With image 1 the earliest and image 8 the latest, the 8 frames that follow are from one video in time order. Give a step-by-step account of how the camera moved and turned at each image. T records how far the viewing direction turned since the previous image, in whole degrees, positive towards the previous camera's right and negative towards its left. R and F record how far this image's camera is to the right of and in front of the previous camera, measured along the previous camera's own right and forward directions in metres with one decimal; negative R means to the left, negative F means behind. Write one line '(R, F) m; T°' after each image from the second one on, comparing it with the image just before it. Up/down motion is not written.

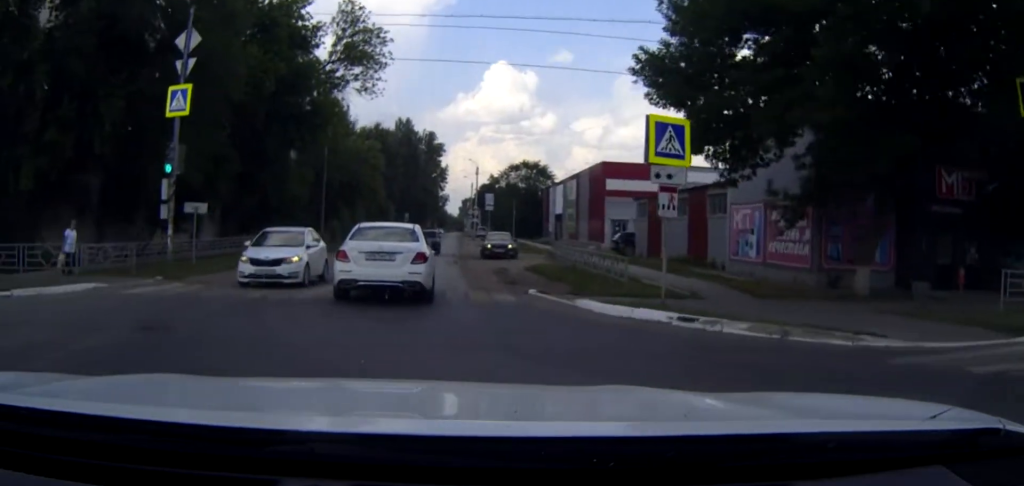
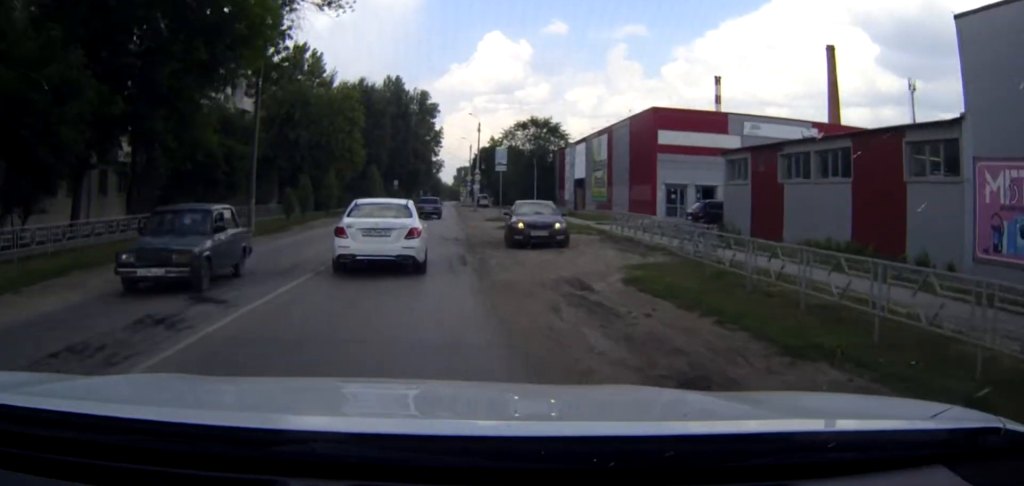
(-0.1, +17.3) m; 0°
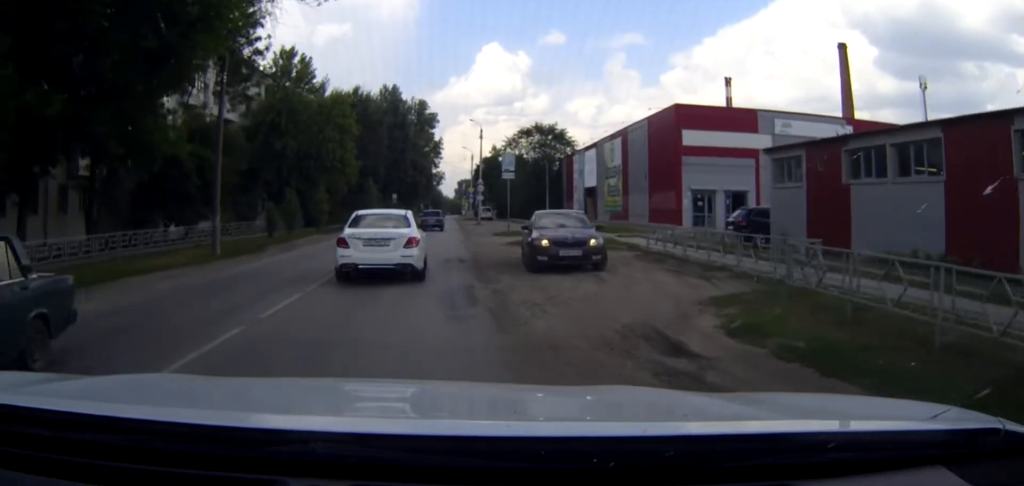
(0.0, +5.3) m; +1°
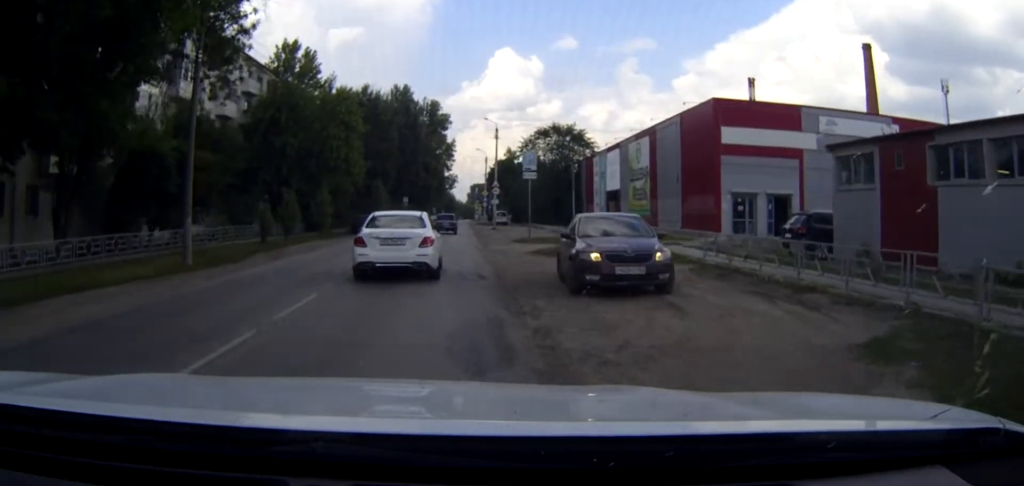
(0.0, +4.3) m; 0°
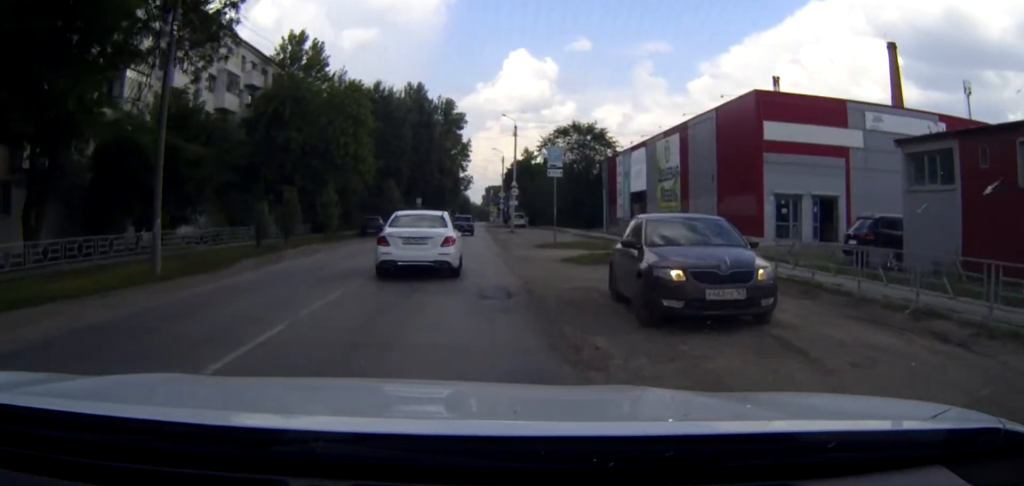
(+0.1, +3.6) m; 0°
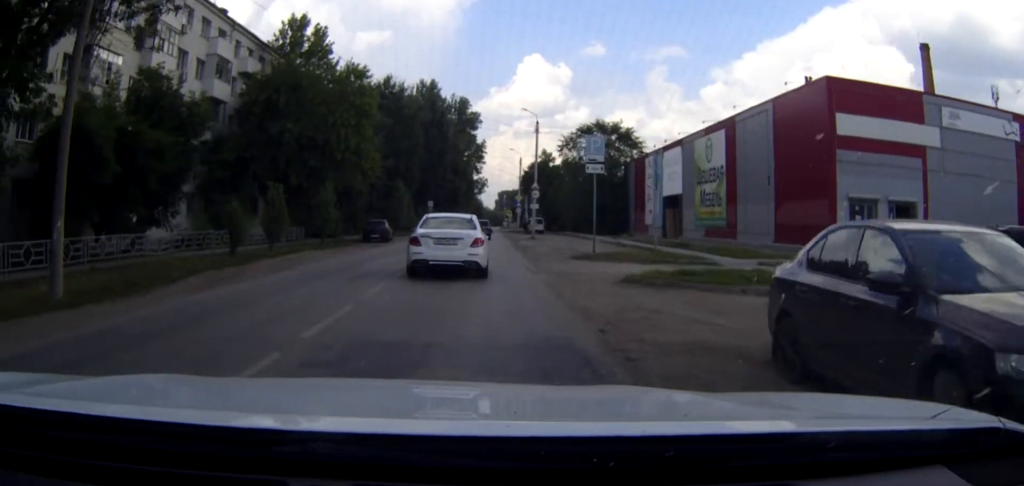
(-0.1, +5.8) m; -1°
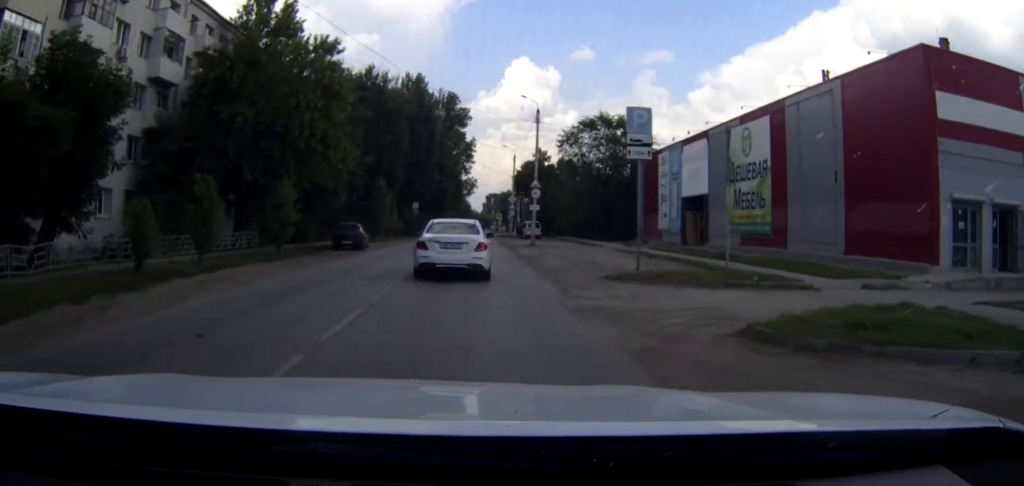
(-0.1, +8.0) m; -1°
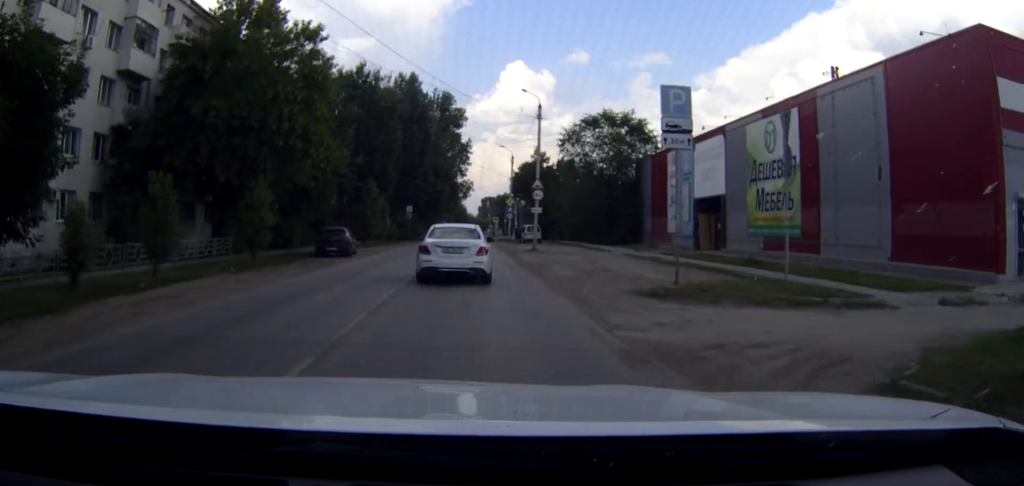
(0.0, +3.7) m; 0°
